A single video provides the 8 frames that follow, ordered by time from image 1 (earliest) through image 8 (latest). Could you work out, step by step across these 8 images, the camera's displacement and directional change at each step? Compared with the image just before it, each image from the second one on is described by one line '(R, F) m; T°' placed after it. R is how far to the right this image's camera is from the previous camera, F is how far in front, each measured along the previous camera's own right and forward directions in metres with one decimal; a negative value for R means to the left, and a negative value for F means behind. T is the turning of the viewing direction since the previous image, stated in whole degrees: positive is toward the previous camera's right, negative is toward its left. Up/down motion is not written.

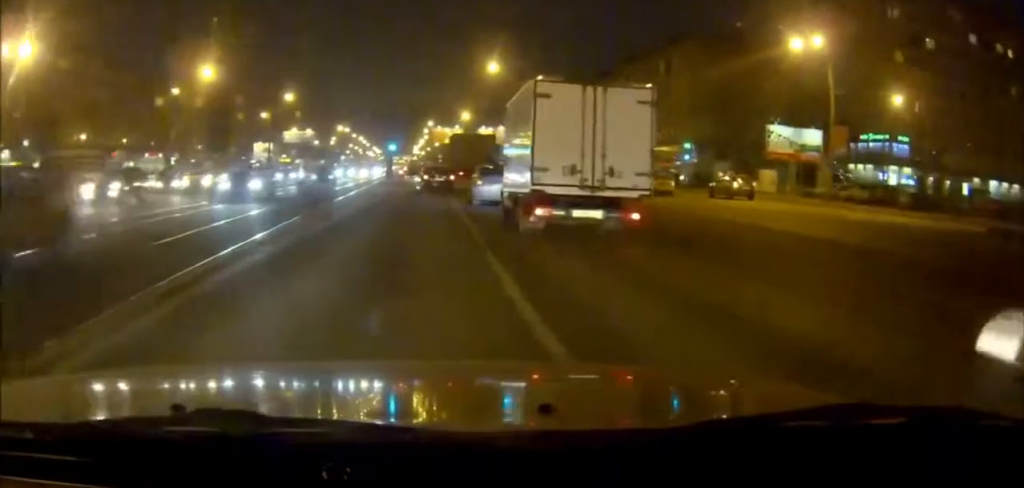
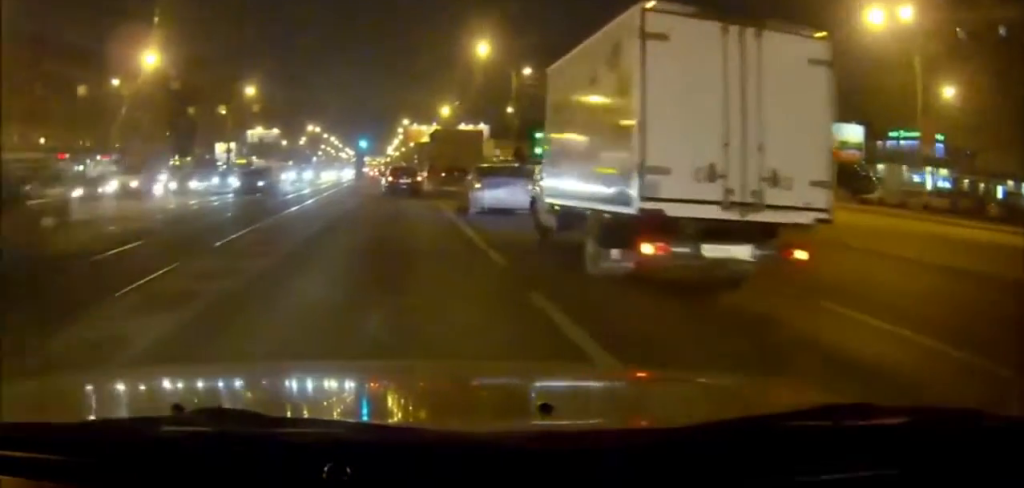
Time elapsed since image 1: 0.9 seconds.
(0.0, +10.0) m; 0°
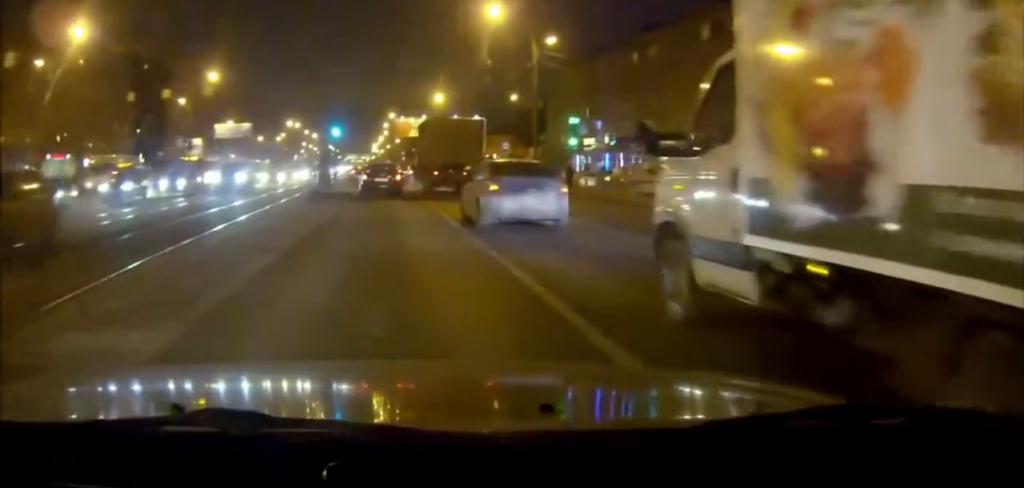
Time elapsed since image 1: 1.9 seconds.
(+0.1, +12.4) m; +1°
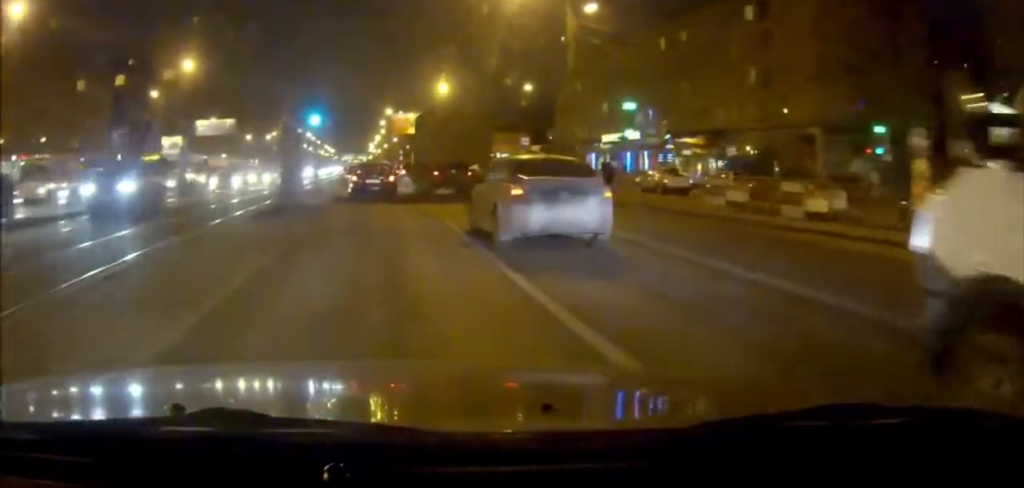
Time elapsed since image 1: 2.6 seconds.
(+0.2, +9.2) m; +1°
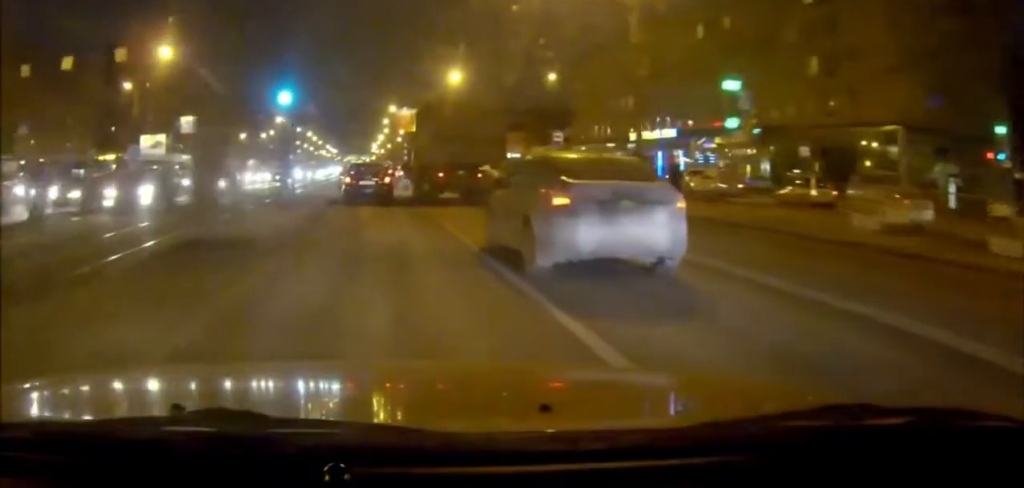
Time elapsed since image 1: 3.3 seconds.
(0.0, +8.8) m; -1°
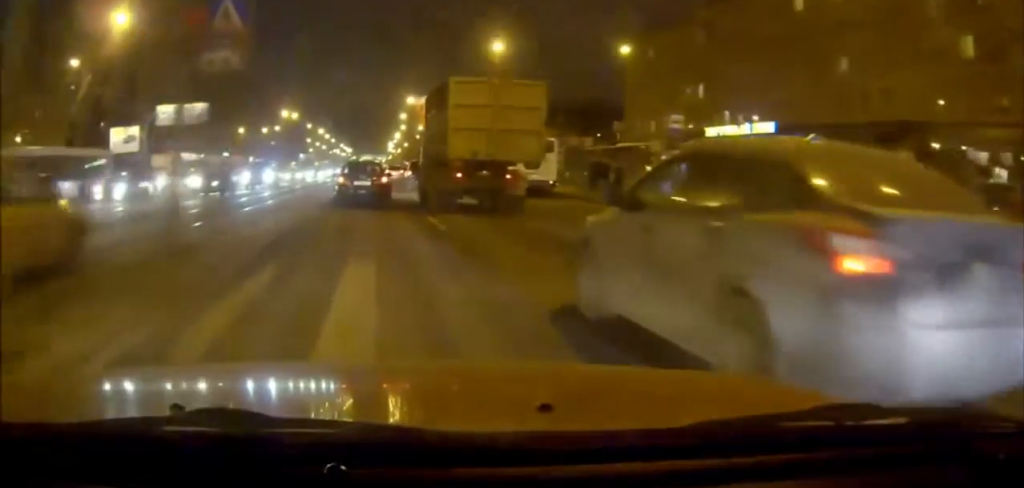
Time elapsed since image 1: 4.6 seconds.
(-0.2, +15.0) m; -2°
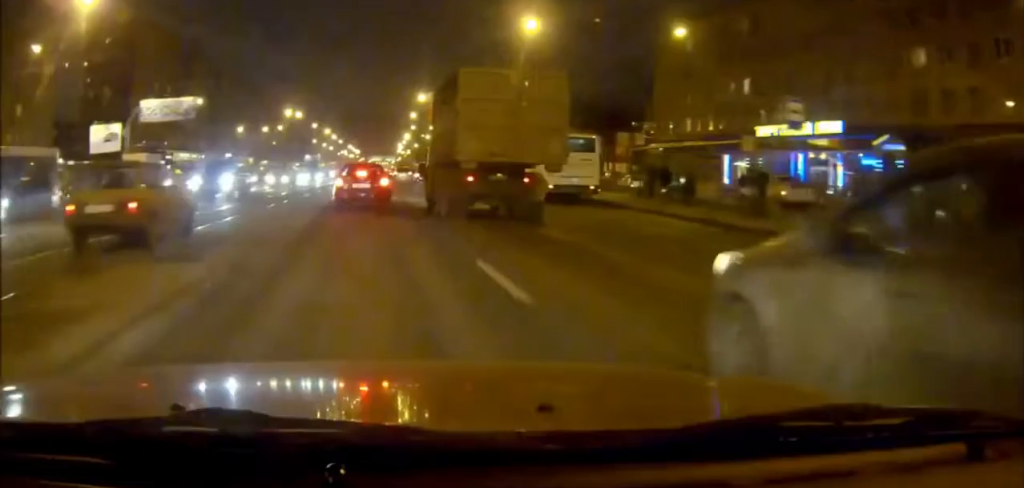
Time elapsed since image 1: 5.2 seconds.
(-0.1, +7.1) m; -1°
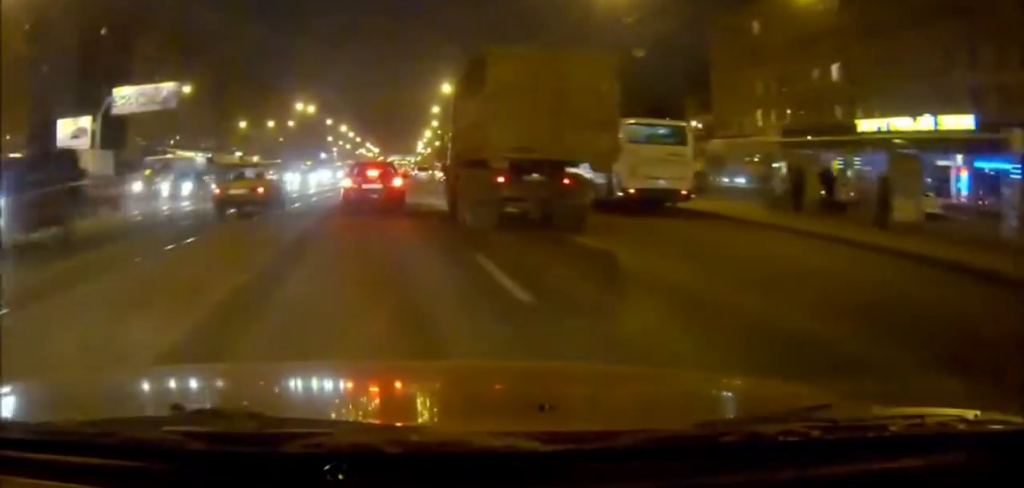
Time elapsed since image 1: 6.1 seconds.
(-0.1, +9.6) m; -1°
